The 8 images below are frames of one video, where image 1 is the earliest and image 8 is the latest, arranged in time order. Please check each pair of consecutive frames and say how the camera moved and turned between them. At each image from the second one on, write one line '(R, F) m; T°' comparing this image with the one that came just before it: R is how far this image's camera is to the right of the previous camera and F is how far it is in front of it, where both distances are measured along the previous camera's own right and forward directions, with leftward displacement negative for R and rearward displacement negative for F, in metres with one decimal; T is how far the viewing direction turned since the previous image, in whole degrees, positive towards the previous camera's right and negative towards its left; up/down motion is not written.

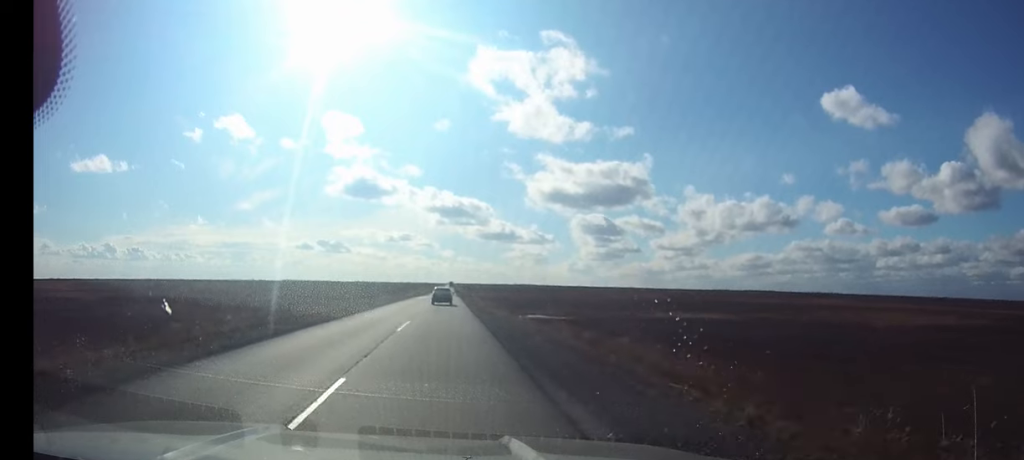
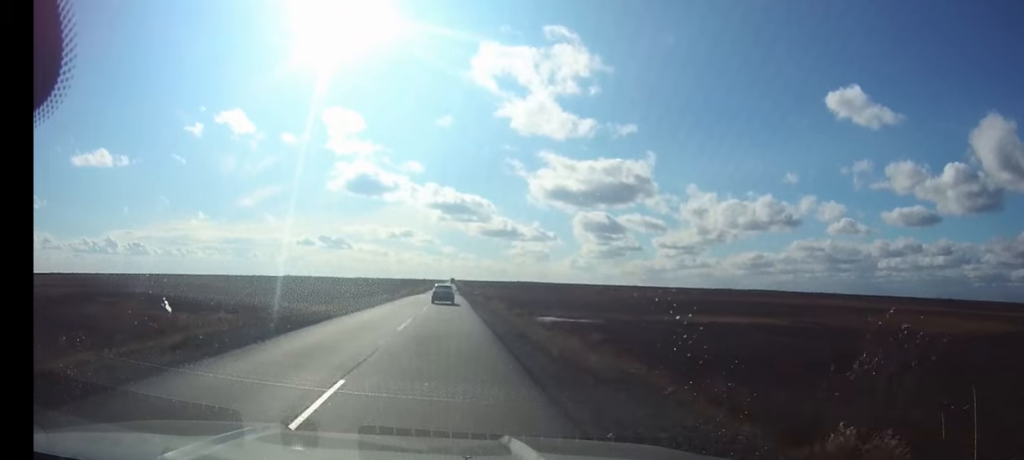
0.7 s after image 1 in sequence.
(0.0, +13.9) m; 0°
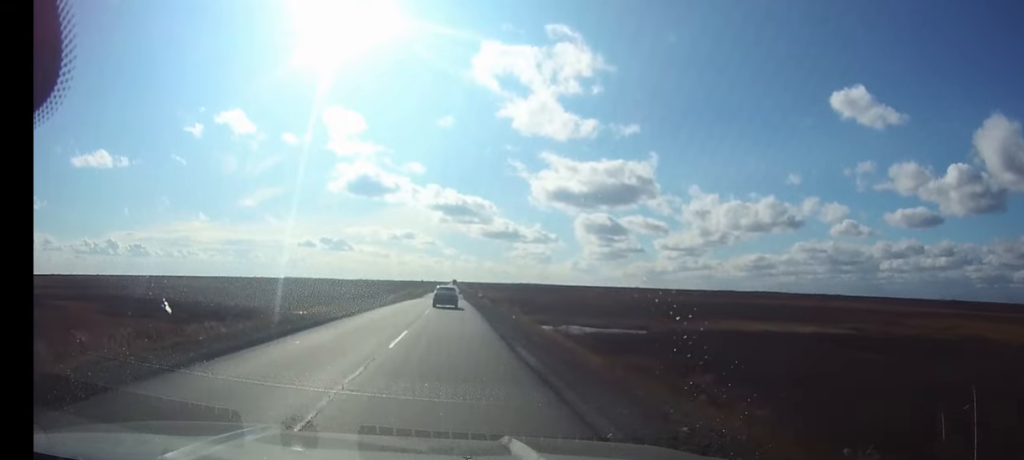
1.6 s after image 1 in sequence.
(0.0, +16.5) m; 0°
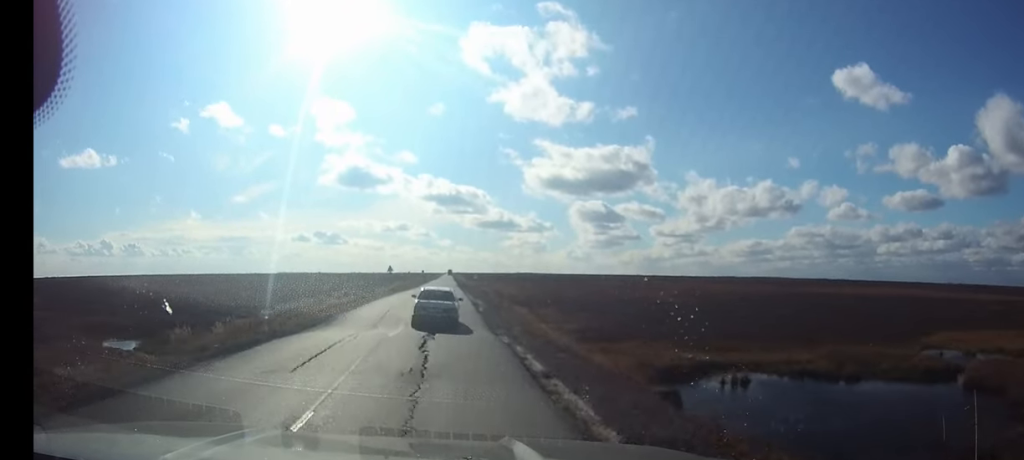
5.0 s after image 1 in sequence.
(+0.1, +53.0) m; -1°
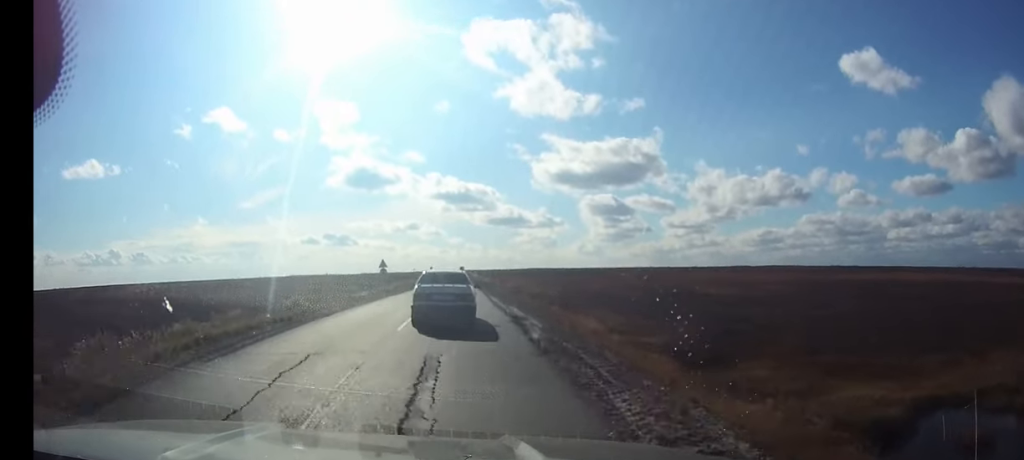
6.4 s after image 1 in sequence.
(-0.2, +17.5) m; -2°
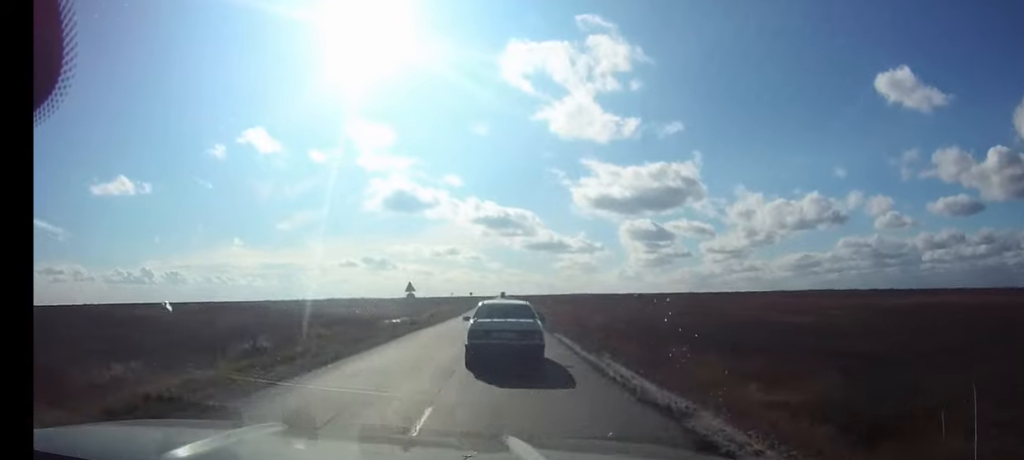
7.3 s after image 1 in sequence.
(-0.2, +12.2) m; 0°
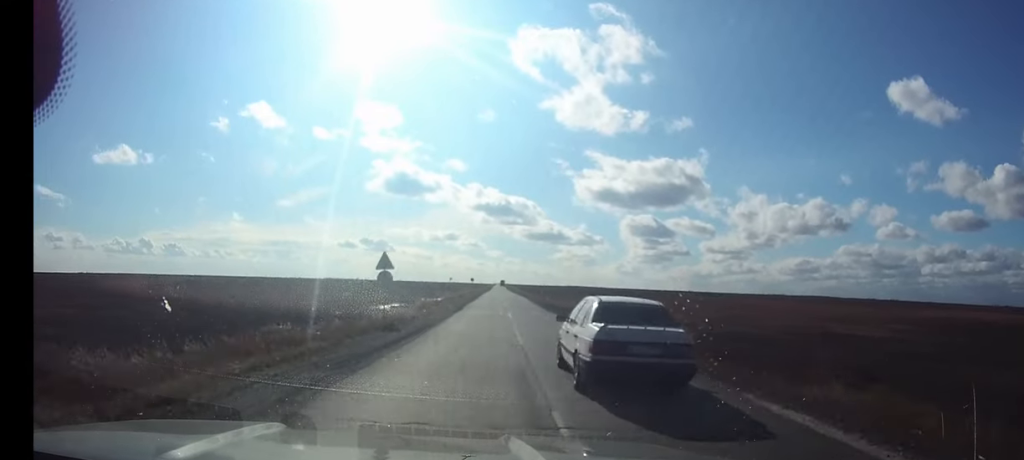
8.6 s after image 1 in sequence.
(0.0, +18.7) m; +1°
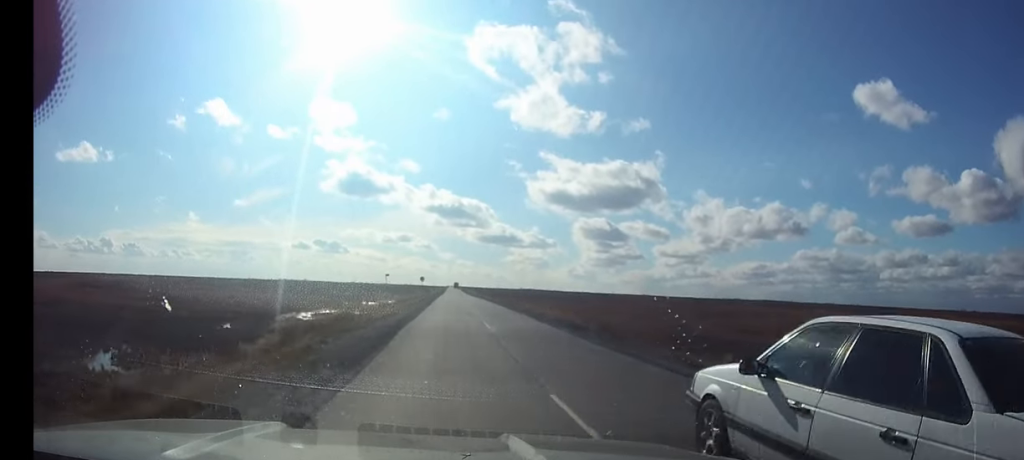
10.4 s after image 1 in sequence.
(+0.7, +28.4) m; +2°
